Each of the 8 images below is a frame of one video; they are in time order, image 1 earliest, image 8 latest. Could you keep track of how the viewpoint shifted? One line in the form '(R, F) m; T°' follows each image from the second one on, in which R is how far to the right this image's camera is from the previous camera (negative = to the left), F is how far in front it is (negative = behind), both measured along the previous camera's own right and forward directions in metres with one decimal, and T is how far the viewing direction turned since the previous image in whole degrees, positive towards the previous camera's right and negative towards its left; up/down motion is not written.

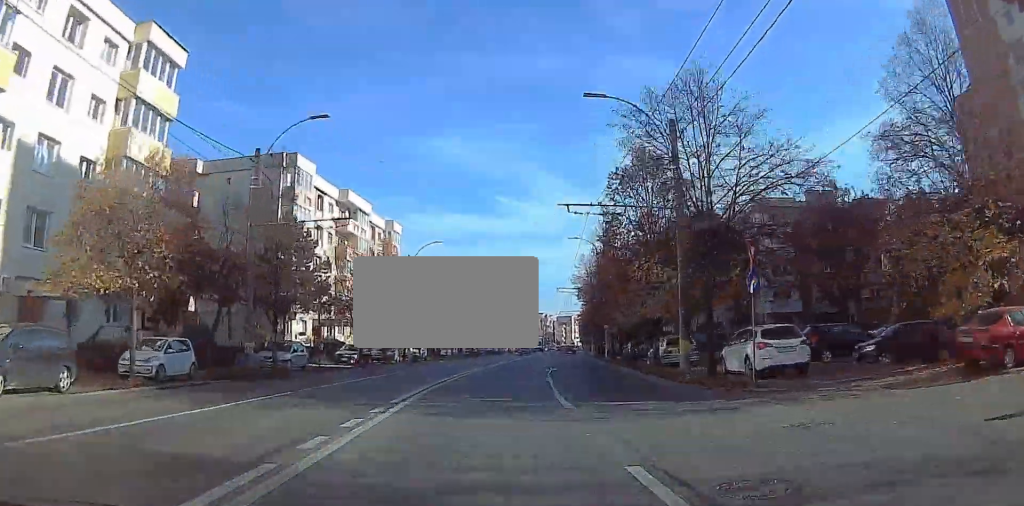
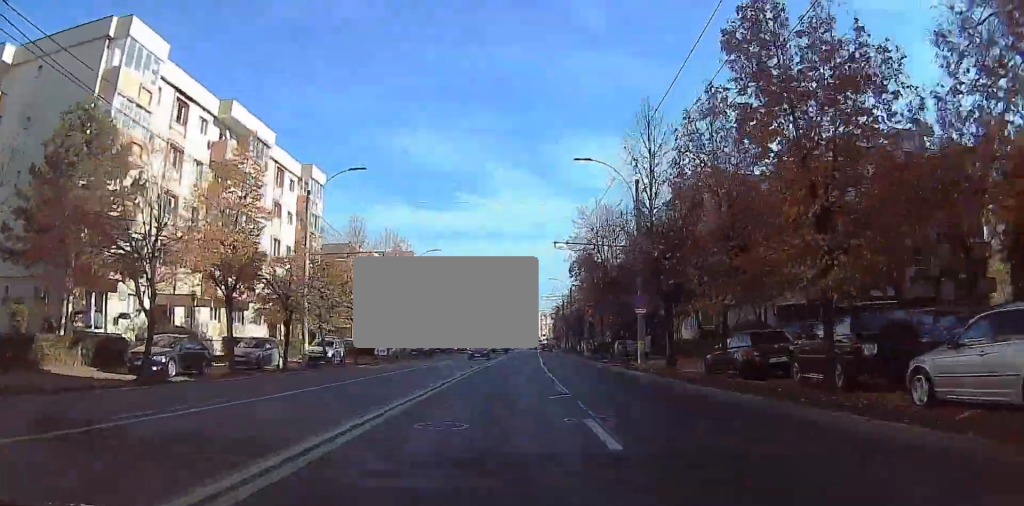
(0.0, +23.0) m; 0°
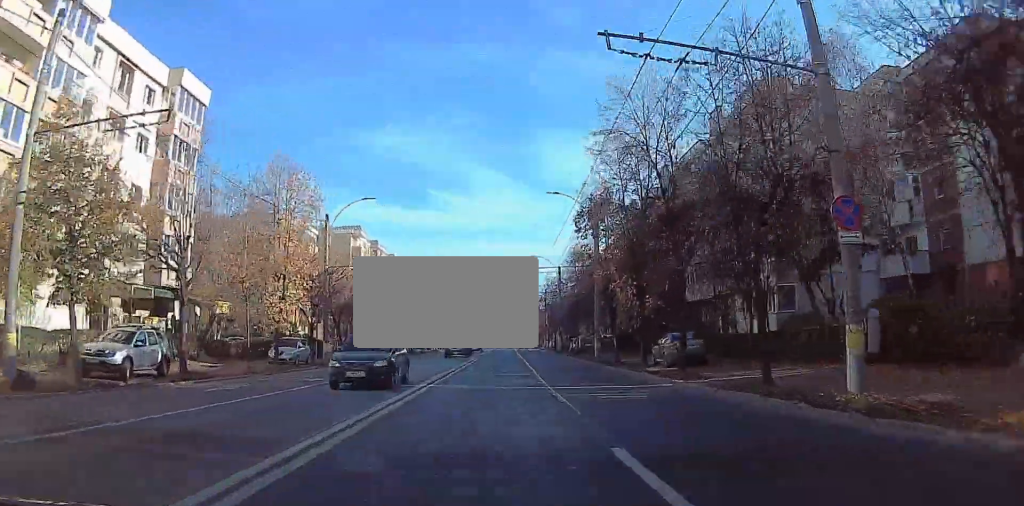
(0.0, +20.9) m; 0°
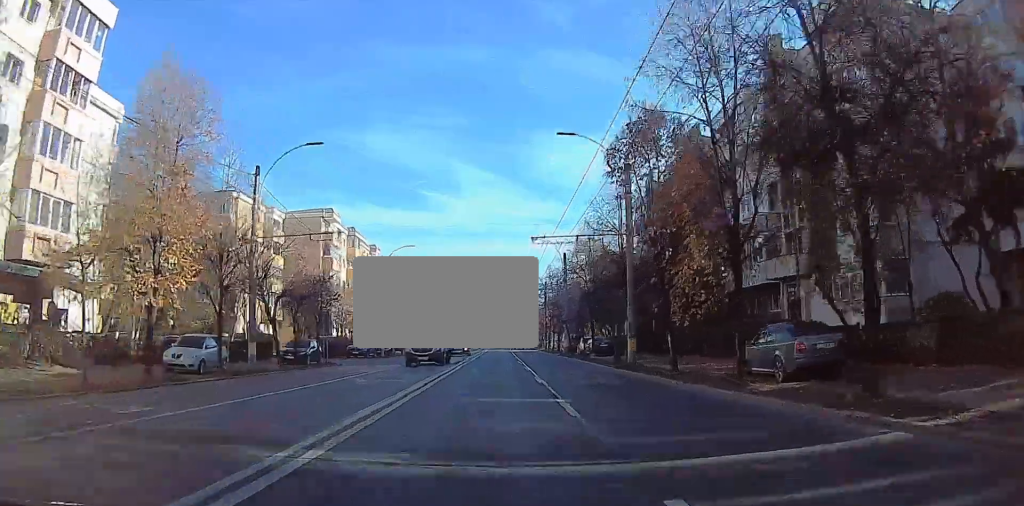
(0.0, +11.5) m; 0°
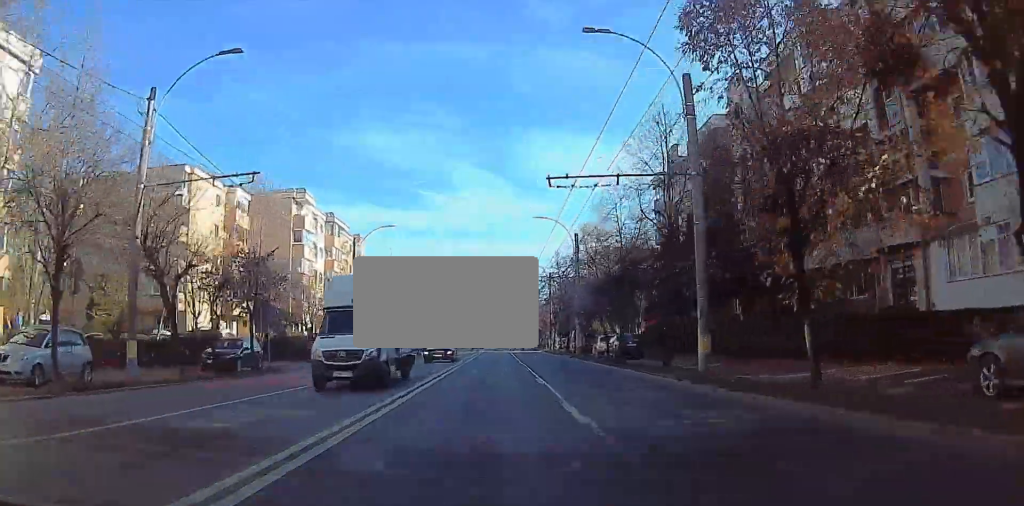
(0.0, +10.0) m; 0°
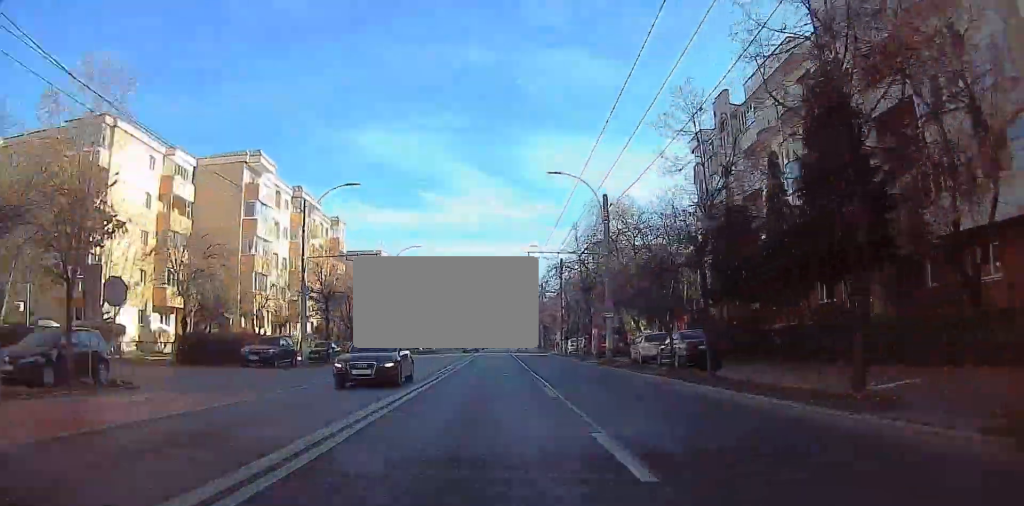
(0.0, +12.8) m; 0°
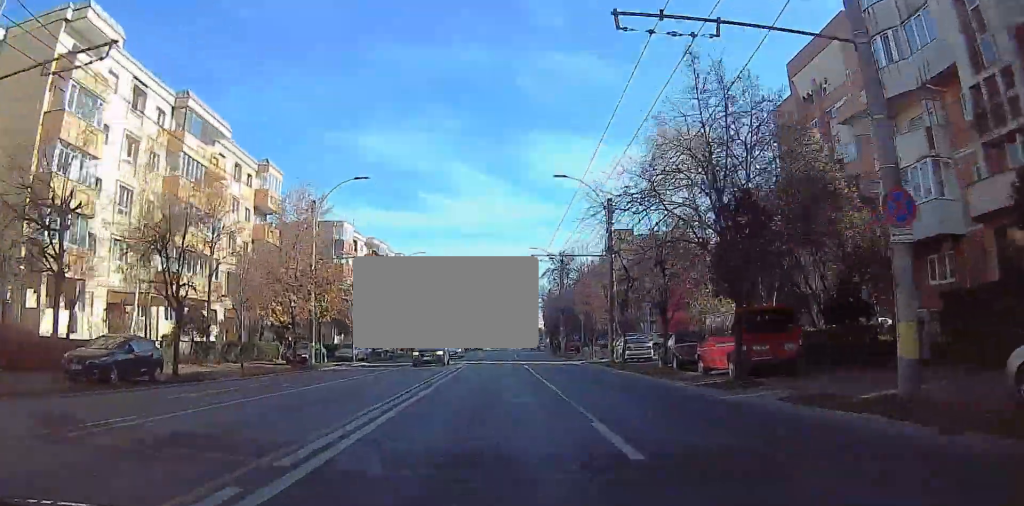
(0.0, +25.6) m; 0°
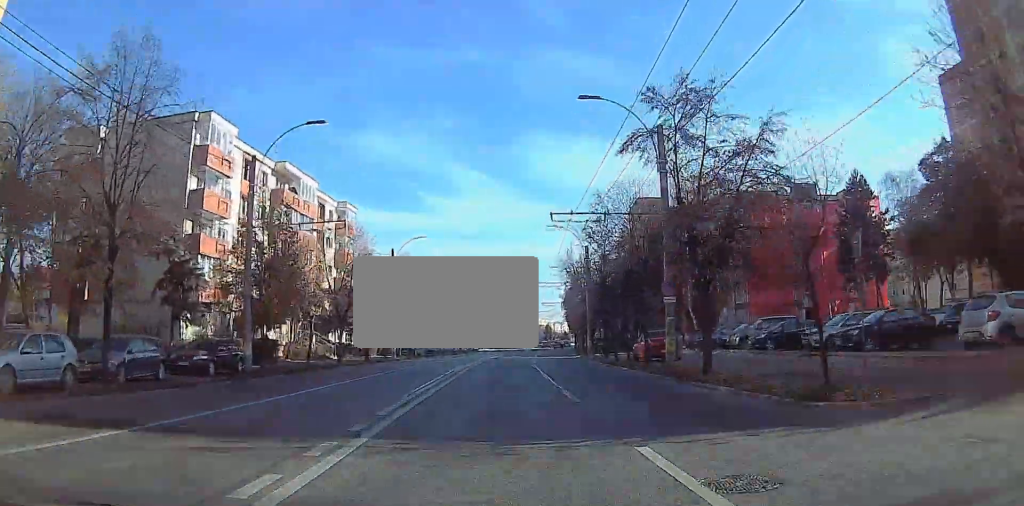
(+0.6, +37.8) m; +3°
